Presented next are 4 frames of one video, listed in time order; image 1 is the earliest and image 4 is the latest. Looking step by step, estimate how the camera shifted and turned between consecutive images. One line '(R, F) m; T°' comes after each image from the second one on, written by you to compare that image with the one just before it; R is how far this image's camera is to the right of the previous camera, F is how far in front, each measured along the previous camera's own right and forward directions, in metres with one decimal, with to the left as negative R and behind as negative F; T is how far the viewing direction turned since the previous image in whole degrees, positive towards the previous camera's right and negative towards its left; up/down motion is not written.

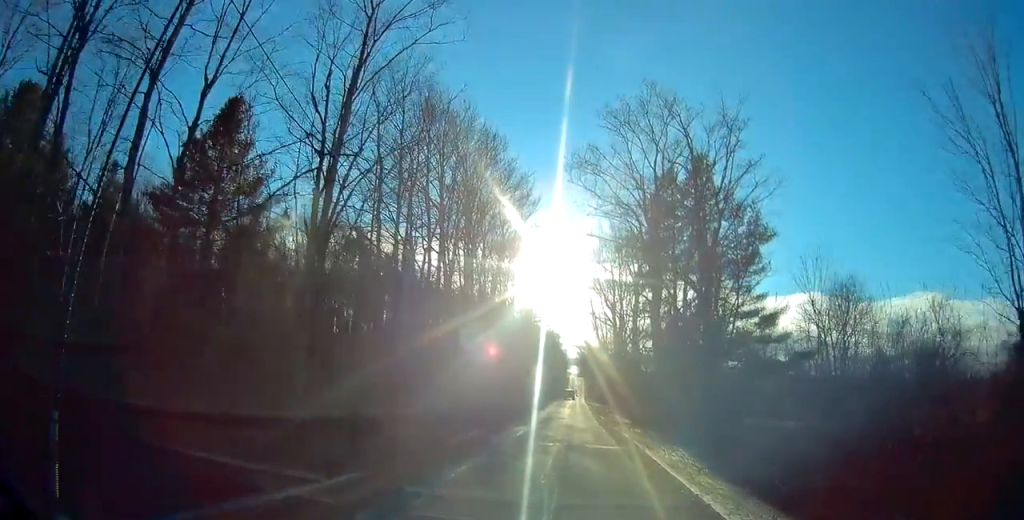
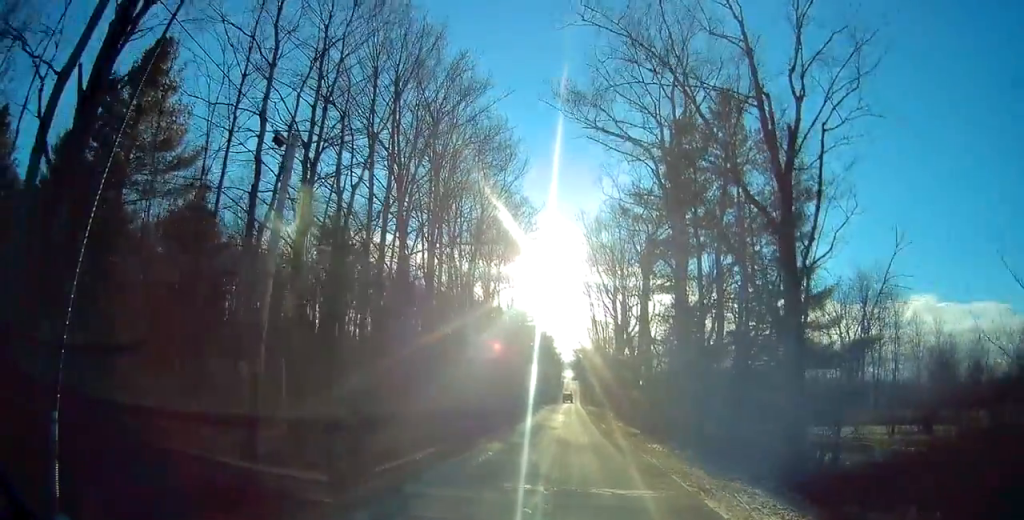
(-0.3, +8.7) m; -2°
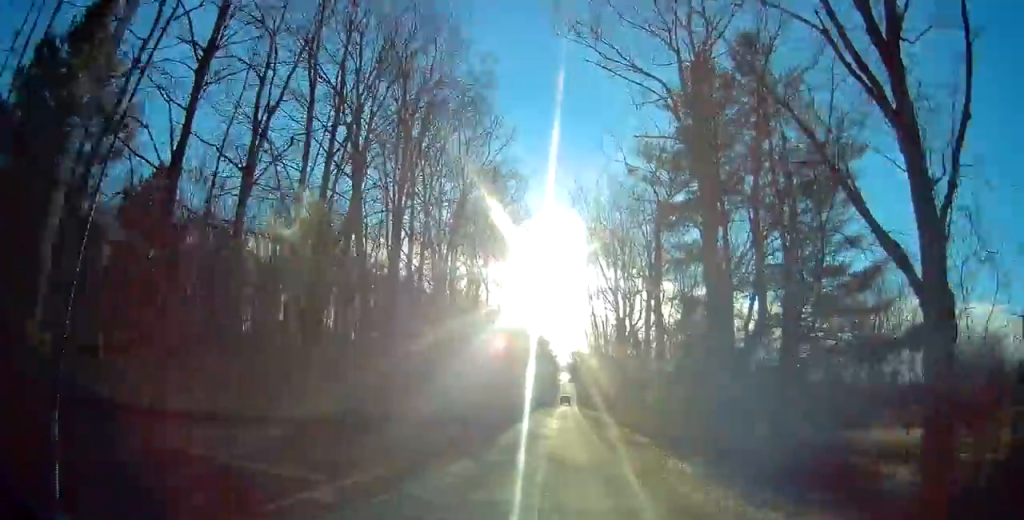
(+0.2, +6.2) m; +2°
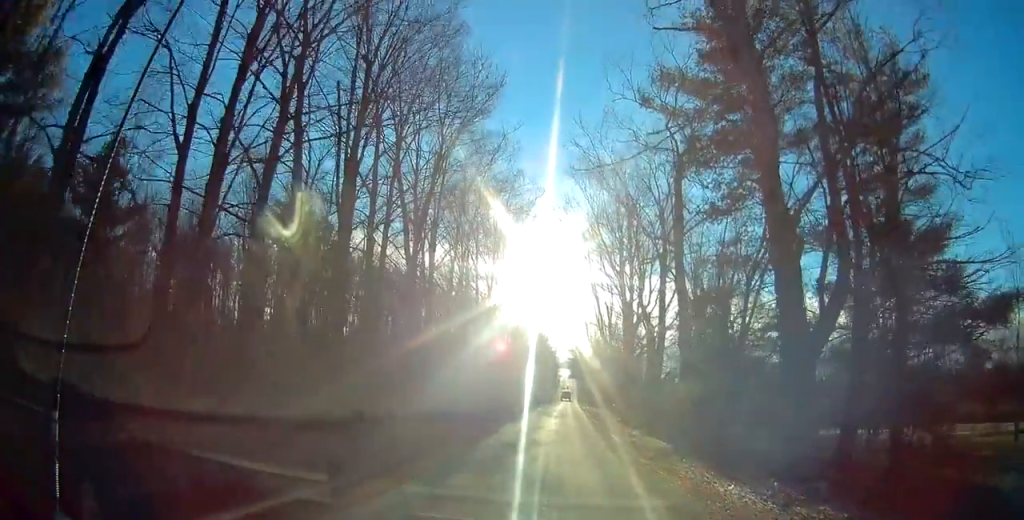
(0.0, +6.1) m; -2°
